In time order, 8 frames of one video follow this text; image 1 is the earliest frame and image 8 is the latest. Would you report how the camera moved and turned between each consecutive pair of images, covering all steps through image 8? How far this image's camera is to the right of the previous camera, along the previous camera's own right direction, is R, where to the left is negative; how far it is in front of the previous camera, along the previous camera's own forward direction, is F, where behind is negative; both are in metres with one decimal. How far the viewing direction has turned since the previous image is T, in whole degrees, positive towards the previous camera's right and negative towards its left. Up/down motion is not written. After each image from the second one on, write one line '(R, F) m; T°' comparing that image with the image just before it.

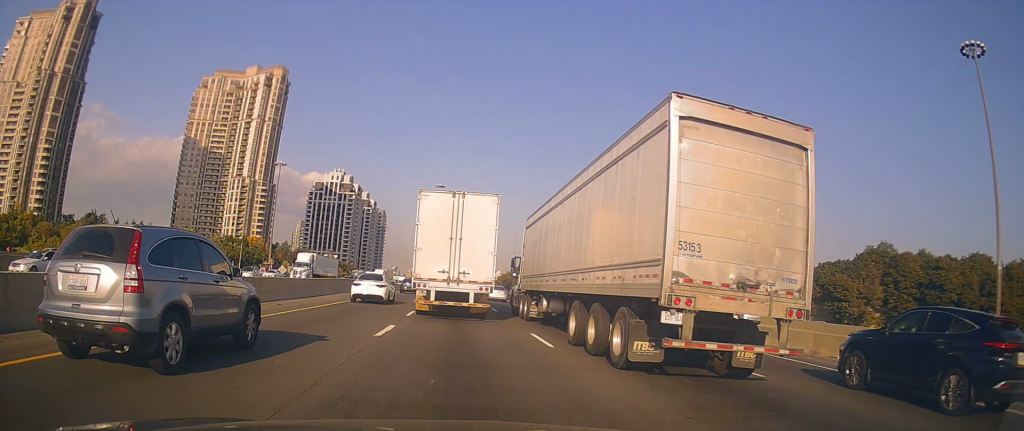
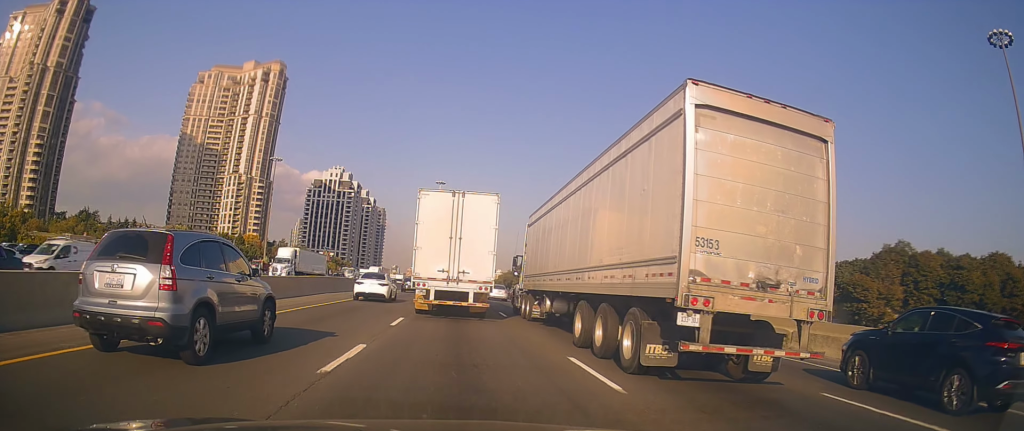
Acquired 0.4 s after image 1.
(+0.4, +5.0) m; +2°
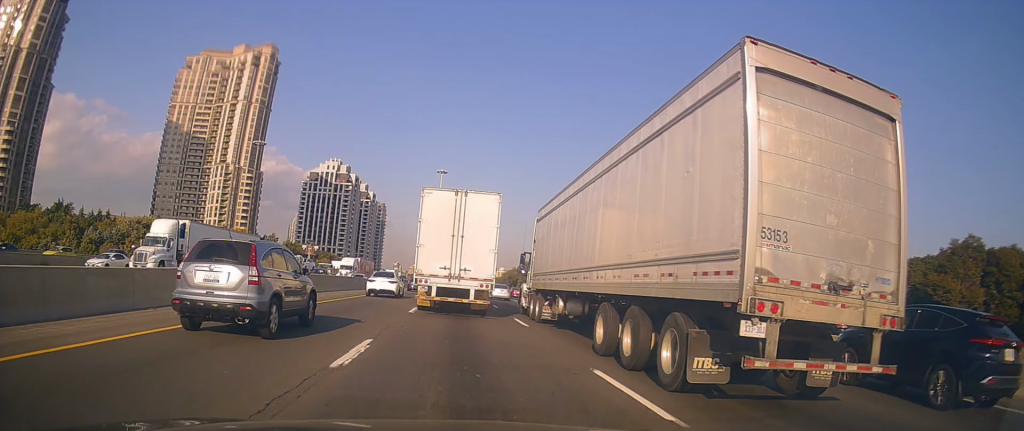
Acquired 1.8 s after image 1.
(+0.7, +17.4) m; 0°
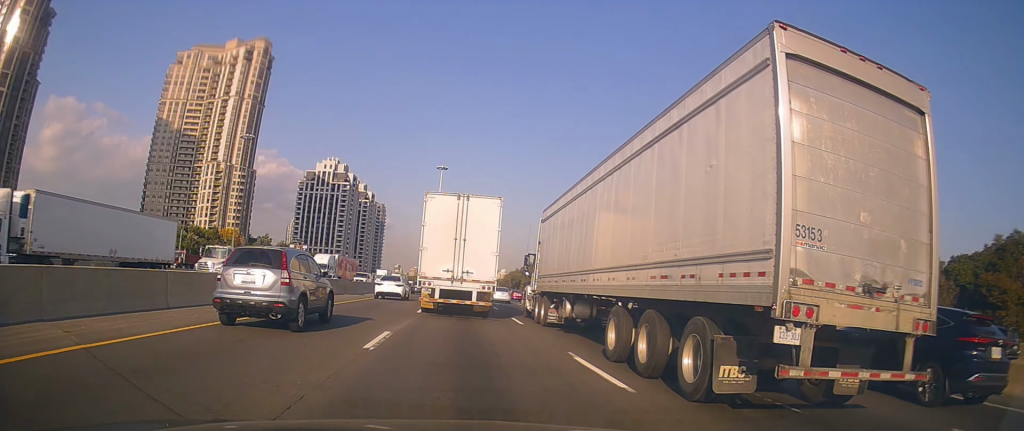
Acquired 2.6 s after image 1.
(-0.4, +10.0) m; -2°
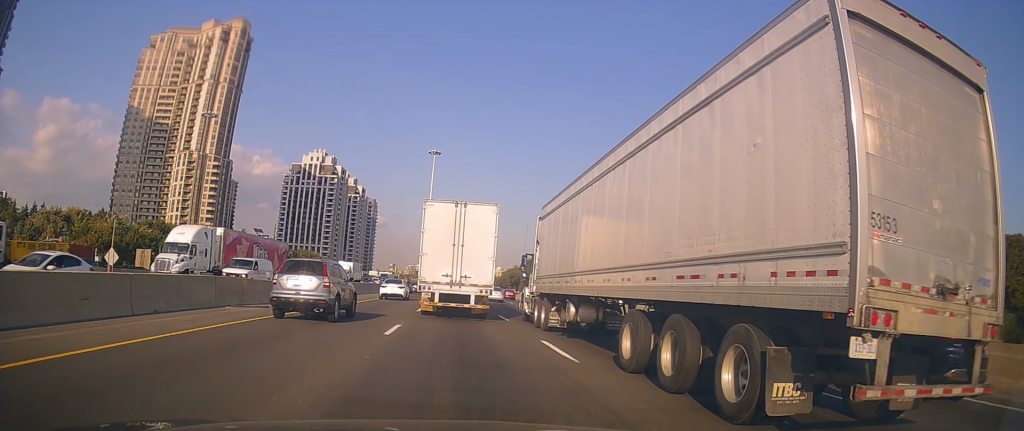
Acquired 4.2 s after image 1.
(+0.1, +20.7) m; +2°
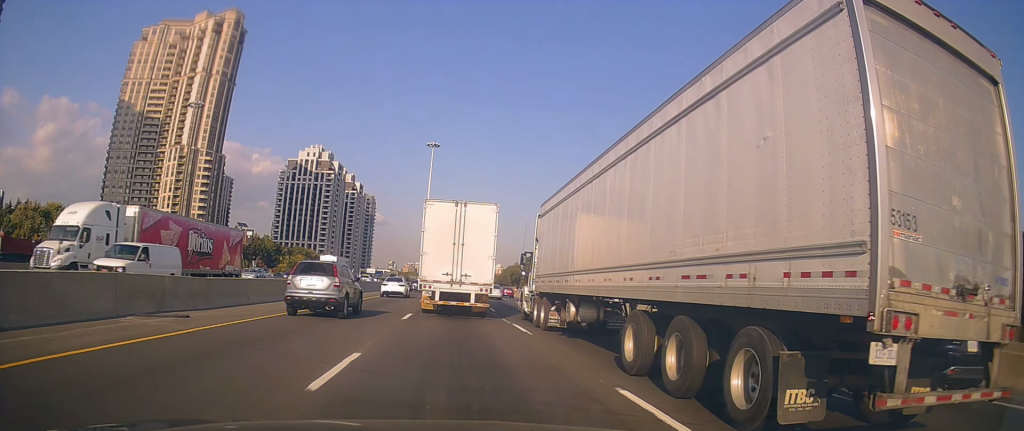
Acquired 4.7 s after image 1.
(+0.1, +6.7) m; 0°
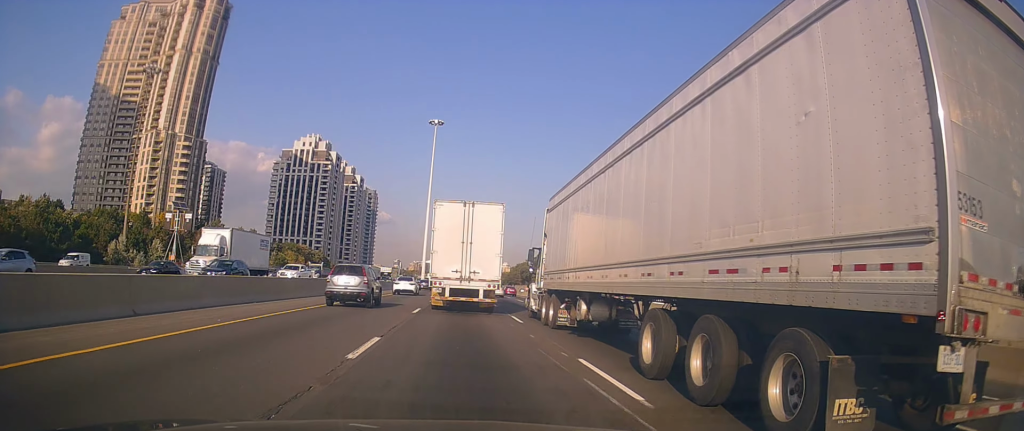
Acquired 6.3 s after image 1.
(+0.2, +21.7) m; +1°
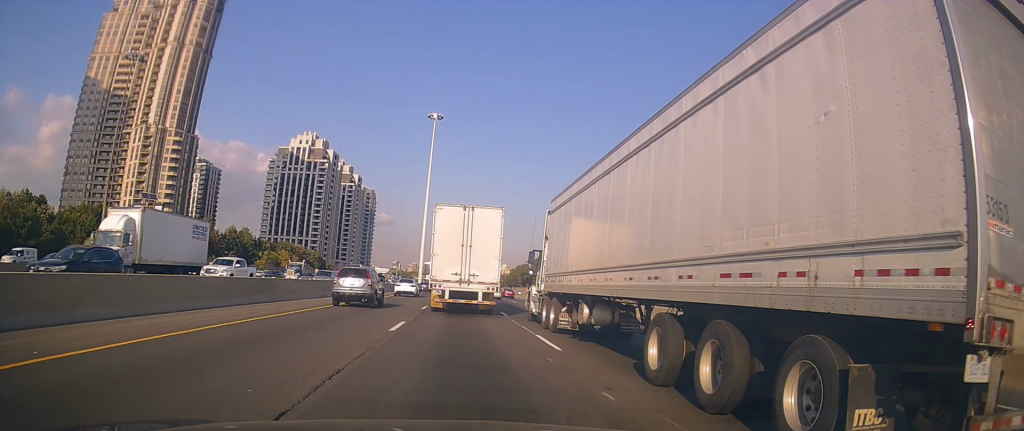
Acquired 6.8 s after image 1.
(+0.4, +6.8) m; -1°
